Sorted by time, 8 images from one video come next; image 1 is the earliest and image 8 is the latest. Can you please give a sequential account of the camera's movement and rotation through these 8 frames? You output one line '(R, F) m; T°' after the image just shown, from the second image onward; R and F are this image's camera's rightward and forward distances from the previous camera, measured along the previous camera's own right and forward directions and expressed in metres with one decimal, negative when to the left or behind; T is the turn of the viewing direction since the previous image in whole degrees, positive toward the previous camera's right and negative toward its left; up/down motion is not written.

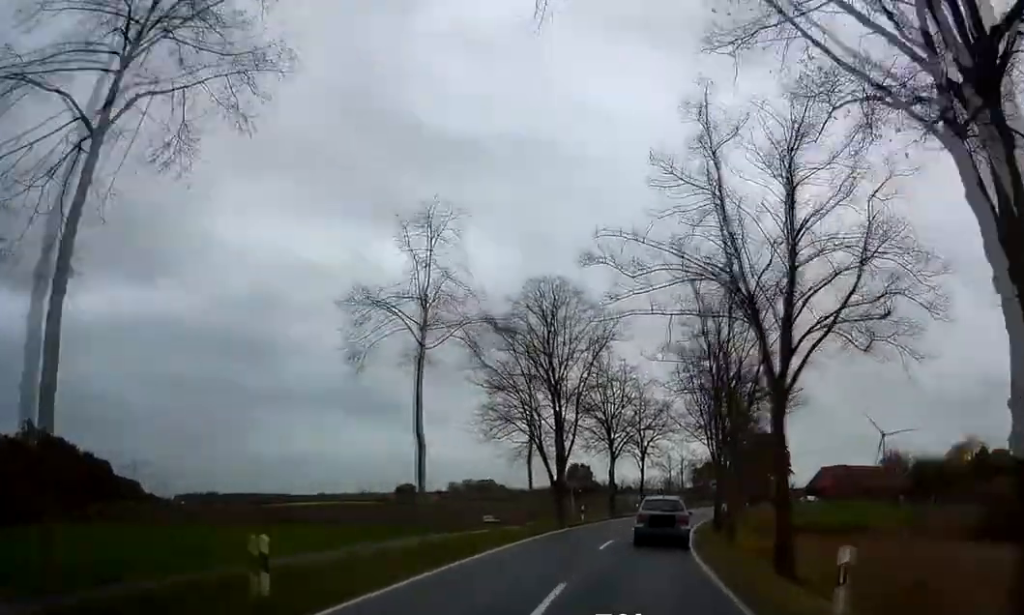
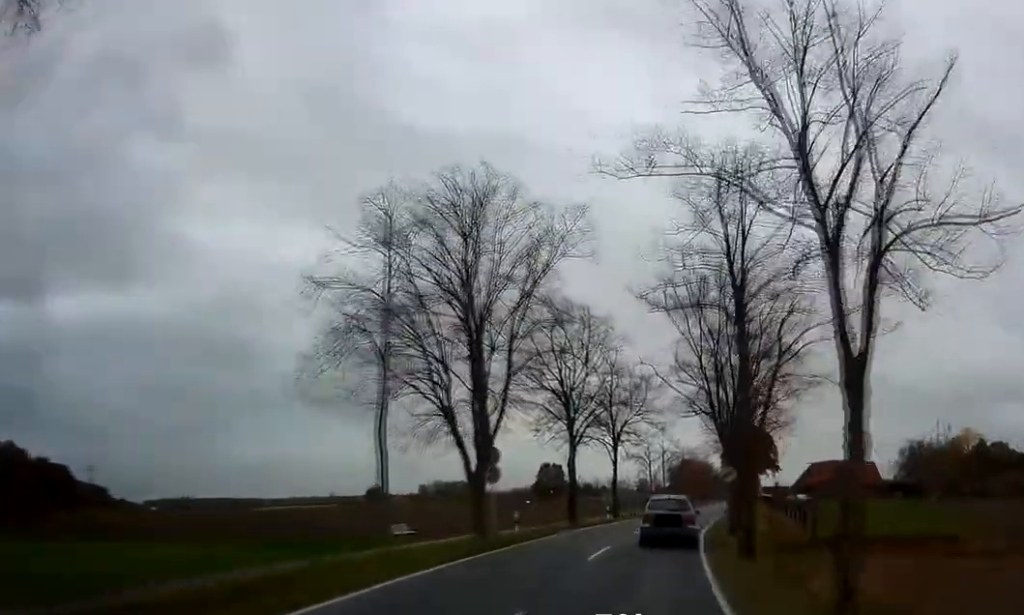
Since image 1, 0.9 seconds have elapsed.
(-0.2, +15.6) m; -1°
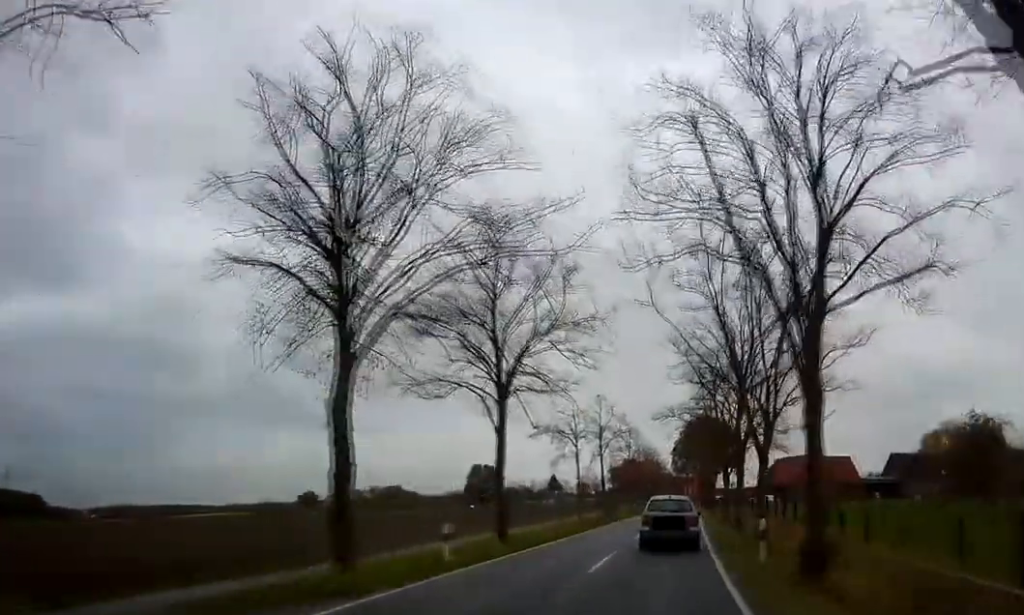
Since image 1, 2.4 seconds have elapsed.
(-0.5, +25.4) m; 0°
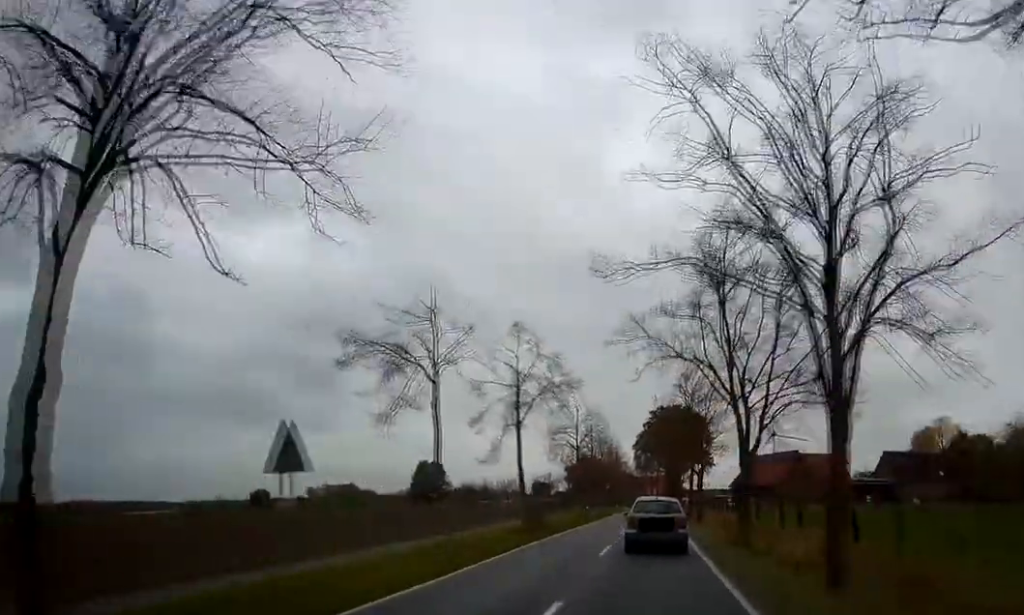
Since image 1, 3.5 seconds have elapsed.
(+0.8, +19.8) m; +4°
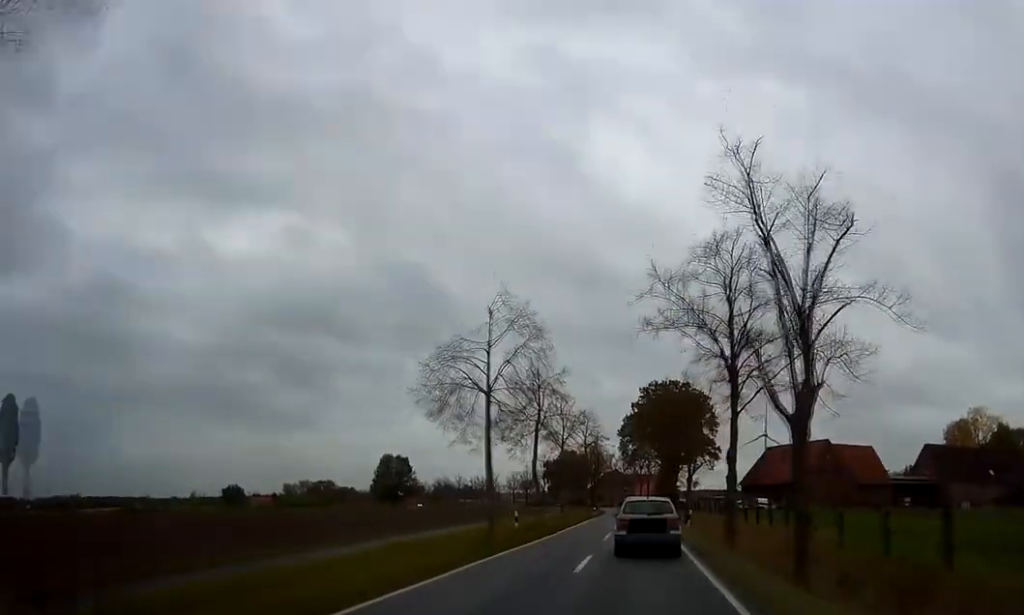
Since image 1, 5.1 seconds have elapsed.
(+1.0, +26.8) m; +3°
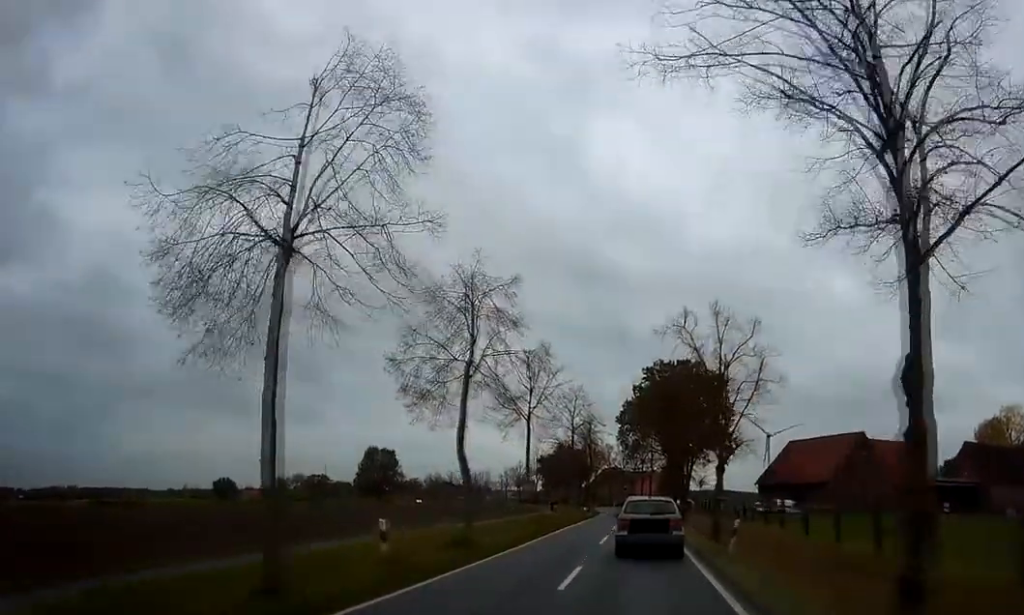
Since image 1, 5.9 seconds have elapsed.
(0.0, +15.1) m; 0°
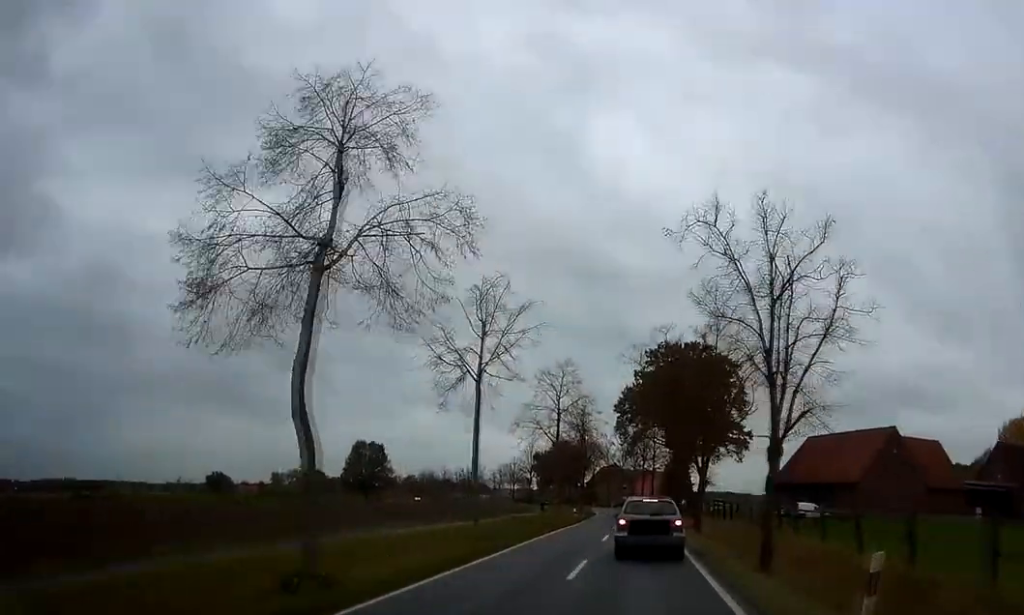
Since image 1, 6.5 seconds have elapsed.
(-0.1, +10.5) m; 0°
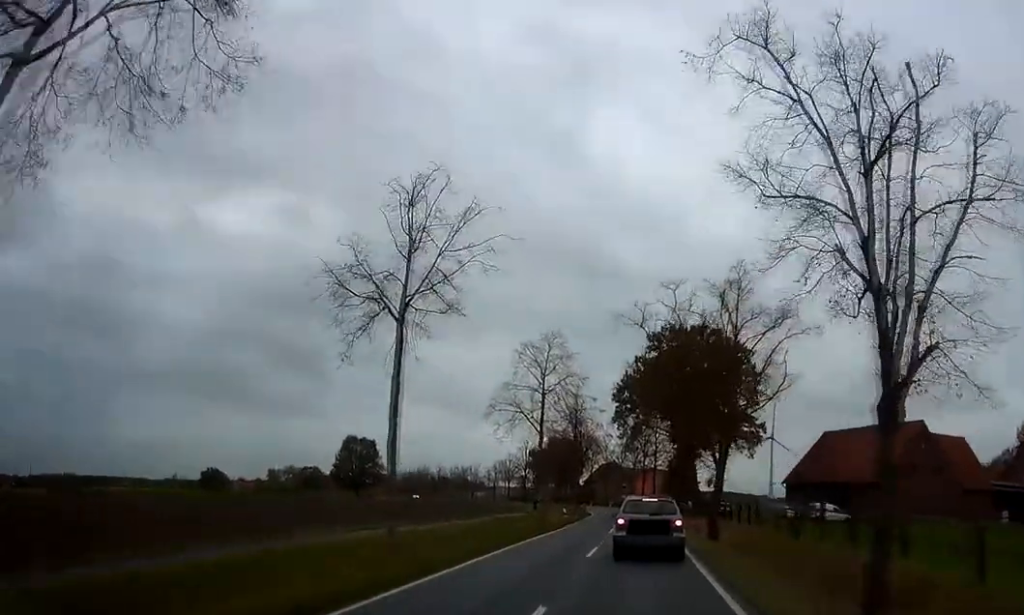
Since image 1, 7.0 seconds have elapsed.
(+0.1, +7.6) m; +1°
